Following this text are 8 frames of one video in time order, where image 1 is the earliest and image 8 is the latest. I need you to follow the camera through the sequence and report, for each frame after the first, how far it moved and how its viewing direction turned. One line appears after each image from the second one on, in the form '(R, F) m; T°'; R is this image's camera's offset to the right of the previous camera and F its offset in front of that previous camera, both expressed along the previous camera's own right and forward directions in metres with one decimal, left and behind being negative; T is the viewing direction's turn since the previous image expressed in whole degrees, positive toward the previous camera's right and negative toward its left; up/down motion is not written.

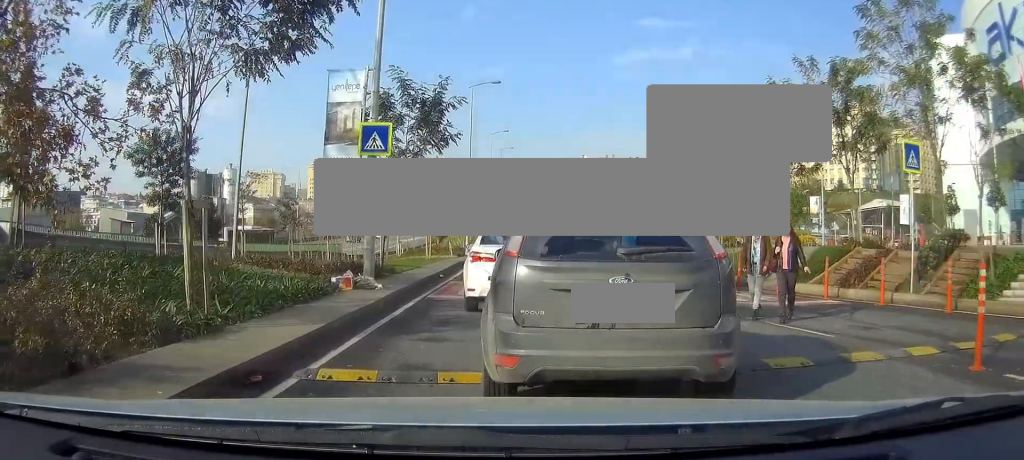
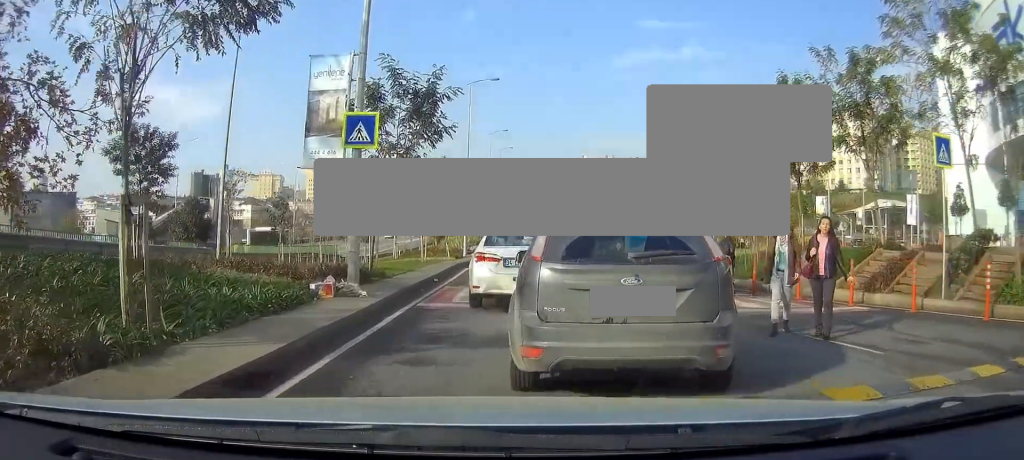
(0.0, +1.7) m; 0°
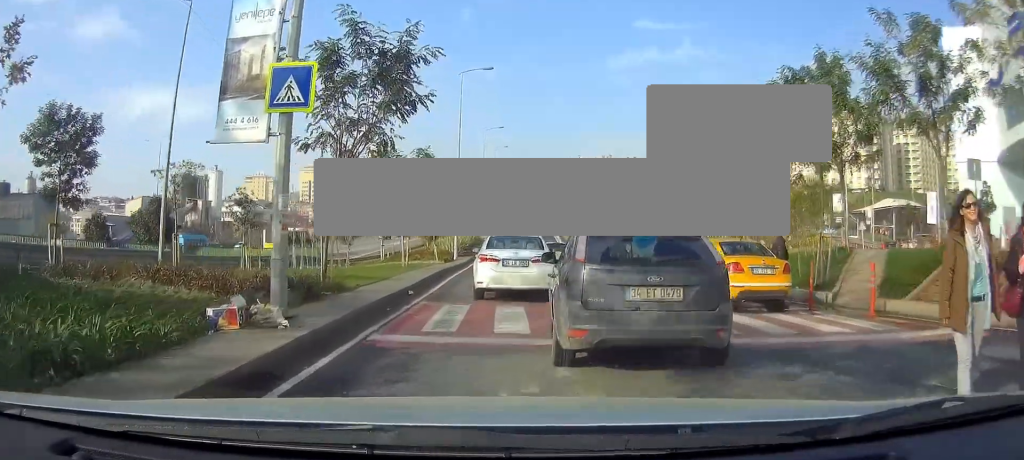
(0.0, +4.9) m; -1°
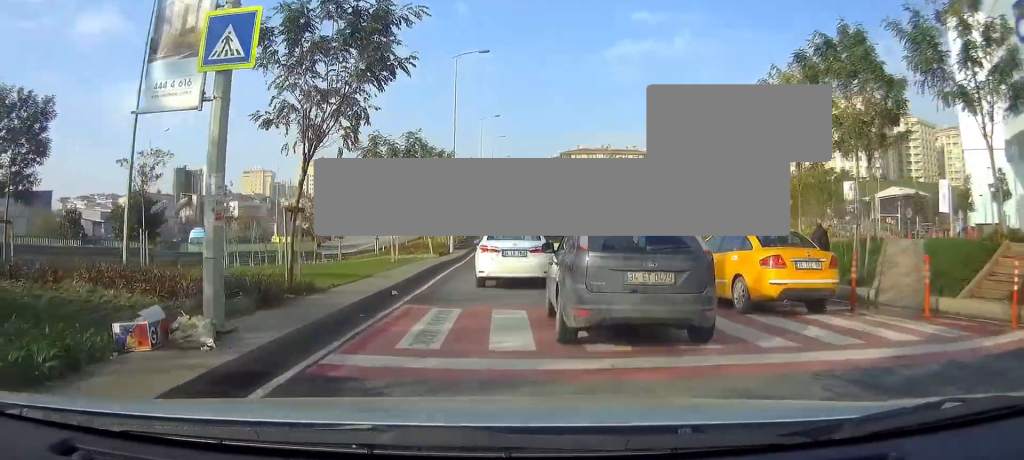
(0.0, +2.3) m; 0°
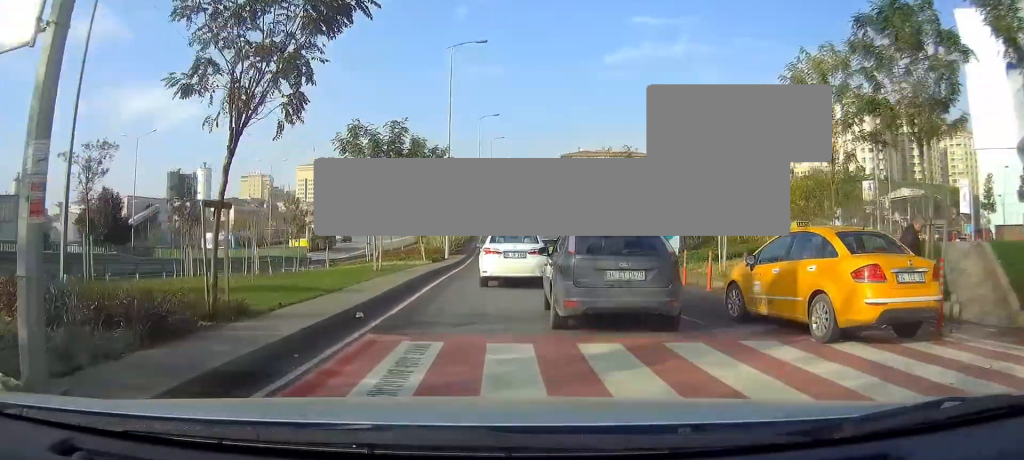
(0.0, +3.7) m; 0°
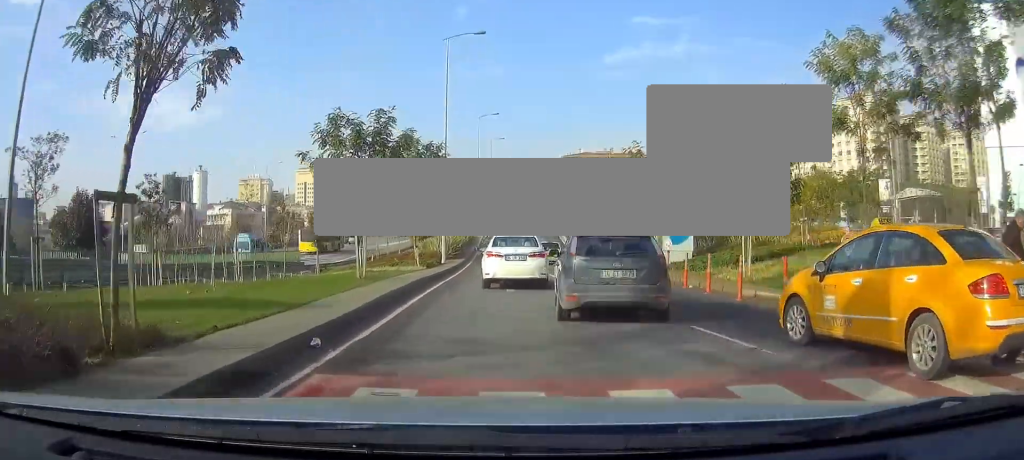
(0.0, +2.7) m; 0°
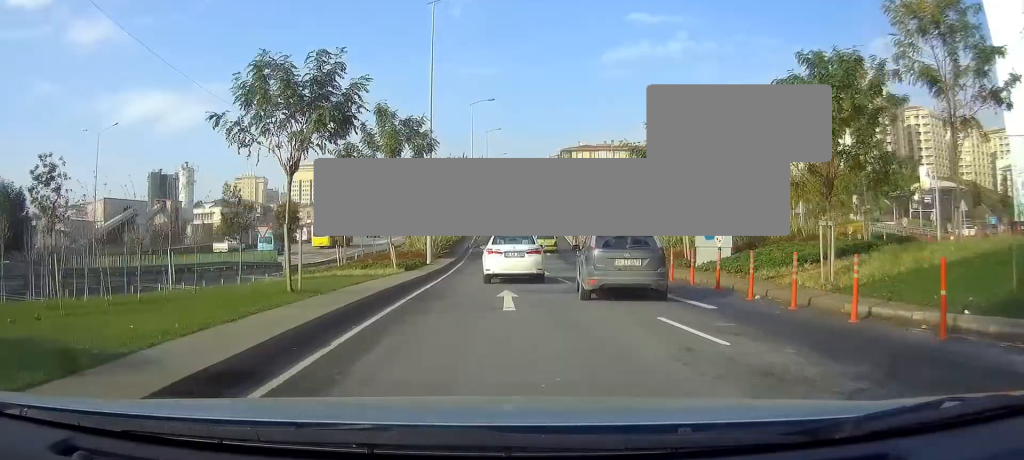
(+0.1, +6.5) m; +1°
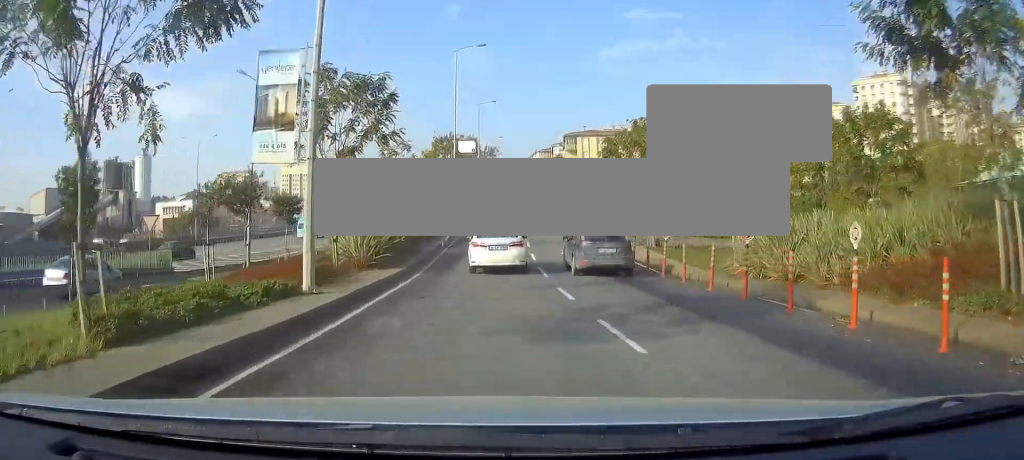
(-0.1, +20.5) m; 0°
